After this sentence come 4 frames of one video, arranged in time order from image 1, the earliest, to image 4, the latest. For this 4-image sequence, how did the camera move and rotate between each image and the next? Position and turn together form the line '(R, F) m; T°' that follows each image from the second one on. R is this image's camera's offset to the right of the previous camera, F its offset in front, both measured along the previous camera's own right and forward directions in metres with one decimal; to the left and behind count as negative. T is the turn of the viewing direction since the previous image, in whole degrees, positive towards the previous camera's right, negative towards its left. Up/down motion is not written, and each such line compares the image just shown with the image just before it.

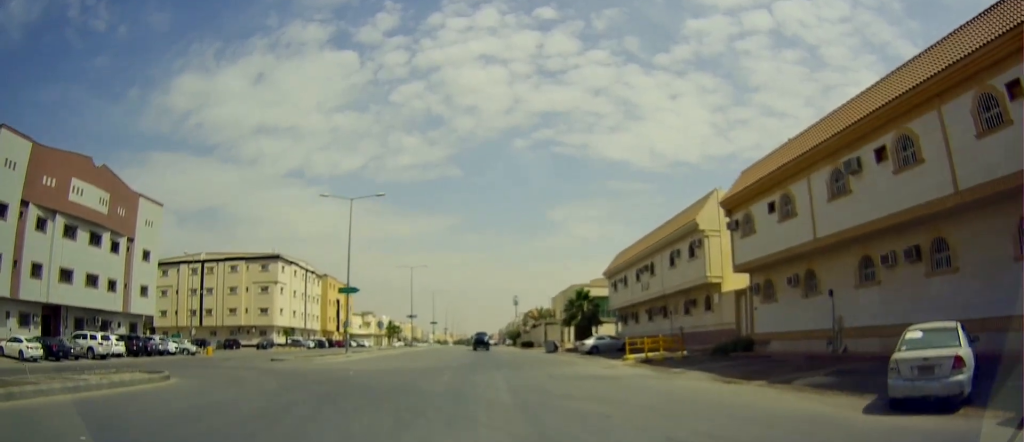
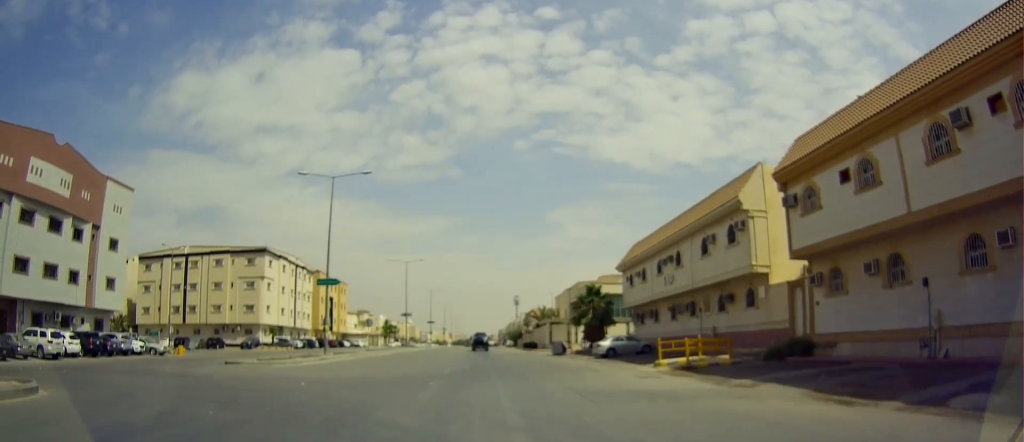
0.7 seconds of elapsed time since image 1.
(-0.1, +4.9) m; -1°
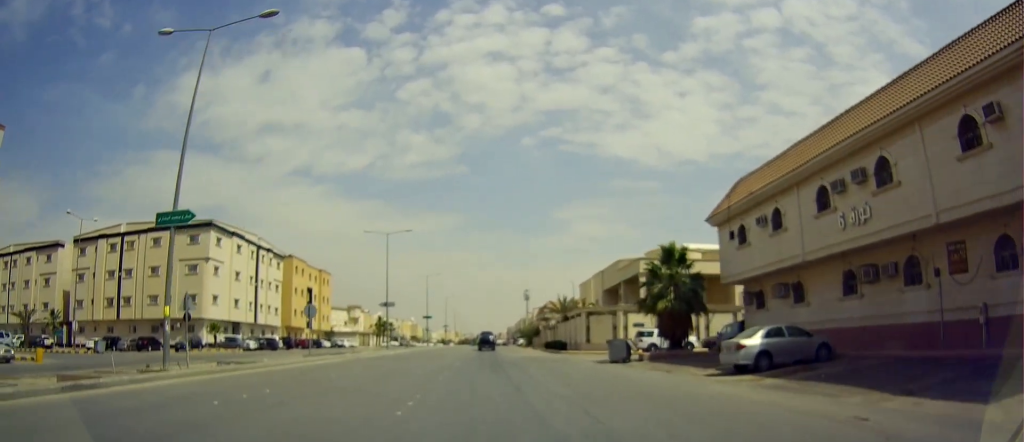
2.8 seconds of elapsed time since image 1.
(+0.5, +18.7) m; +1°
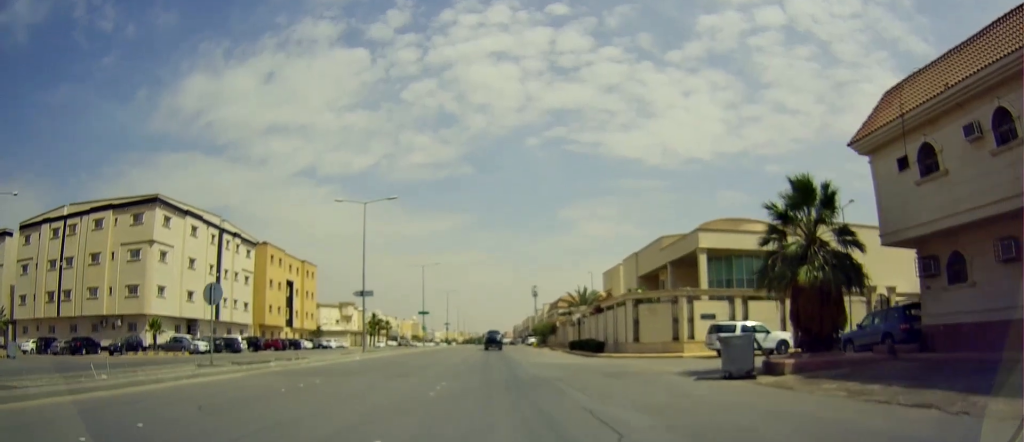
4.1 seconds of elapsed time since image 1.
(-0.5, +13.9) m; +1°
